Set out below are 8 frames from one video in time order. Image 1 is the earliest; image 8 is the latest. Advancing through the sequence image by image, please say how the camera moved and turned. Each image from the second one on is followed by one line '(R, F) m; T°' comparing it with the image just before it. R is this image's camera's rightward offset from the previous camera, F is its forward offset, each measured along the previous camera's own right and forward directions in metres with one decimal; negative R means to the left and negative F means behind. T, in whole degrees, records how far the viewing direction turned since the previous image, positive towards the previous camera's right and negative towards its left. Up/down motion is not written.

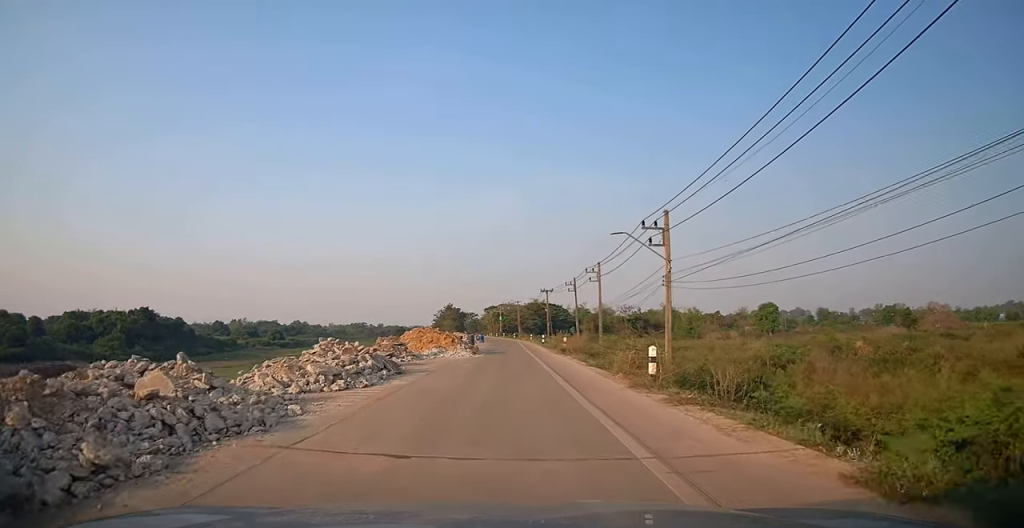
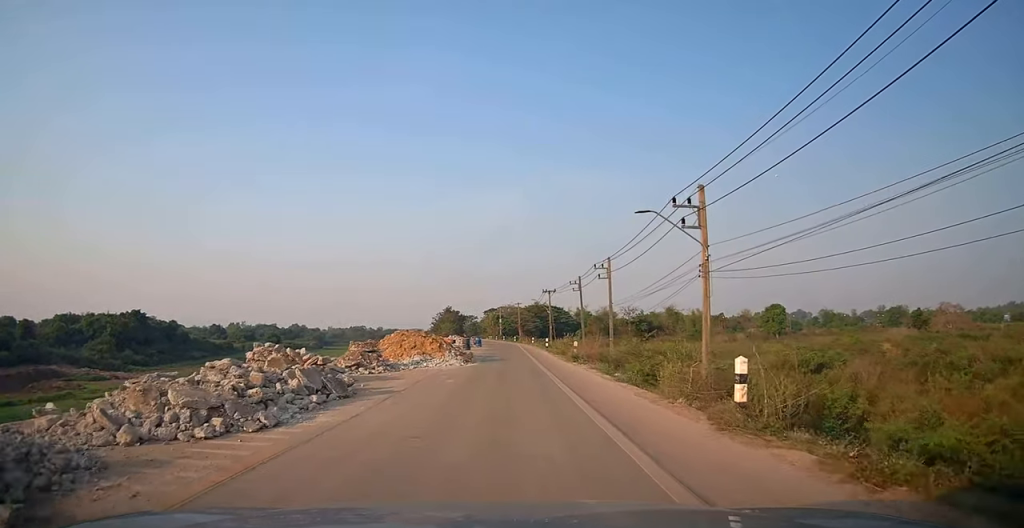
(-0.1, +5.2) m; +1°
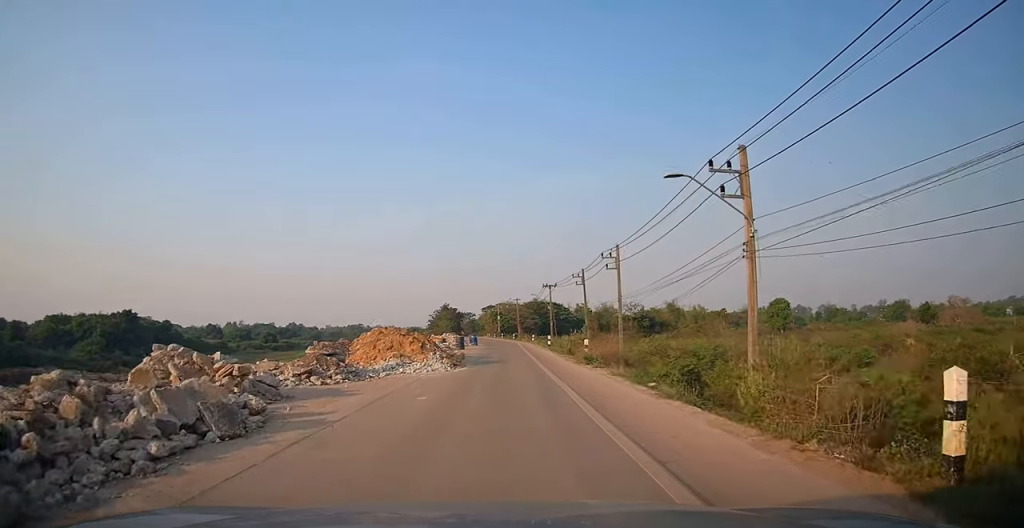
(0.0, +4.5) m; 0°
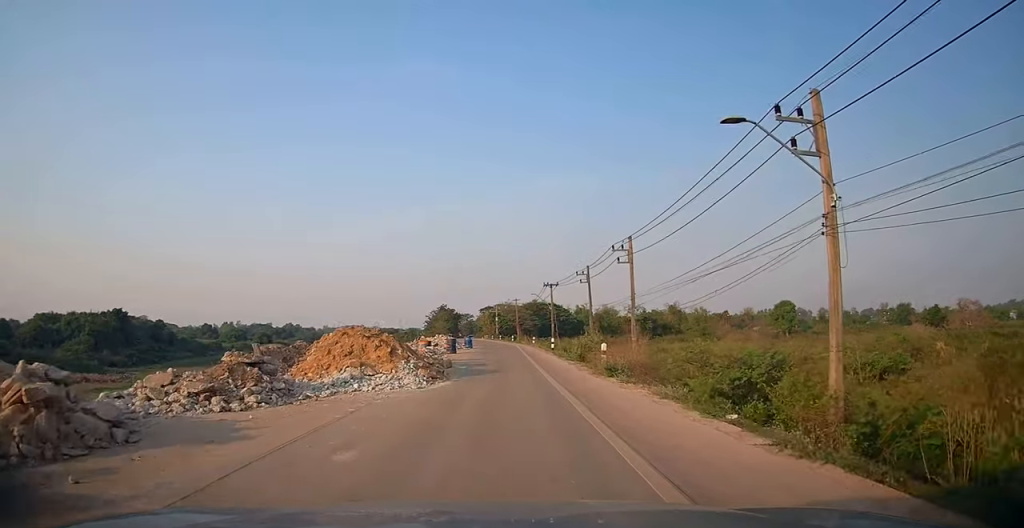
(+0.2, +4.9) m; 0°
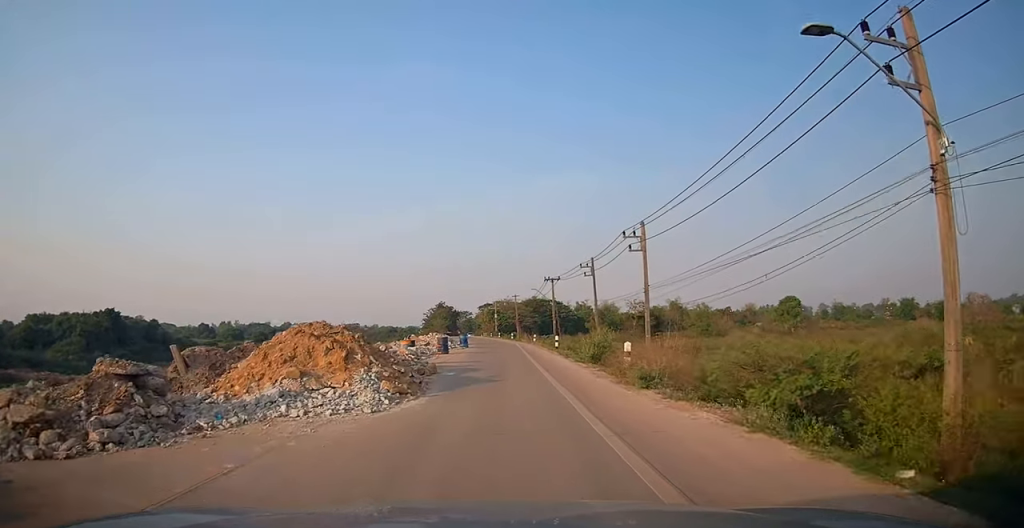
(0.0, +4.0) m; -1°
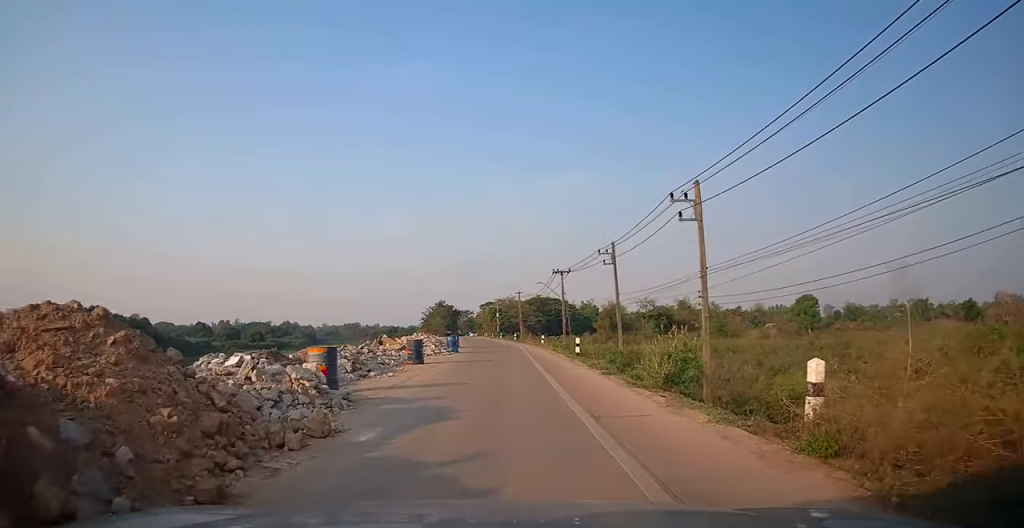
(-0.3, +9.4) m; -2°
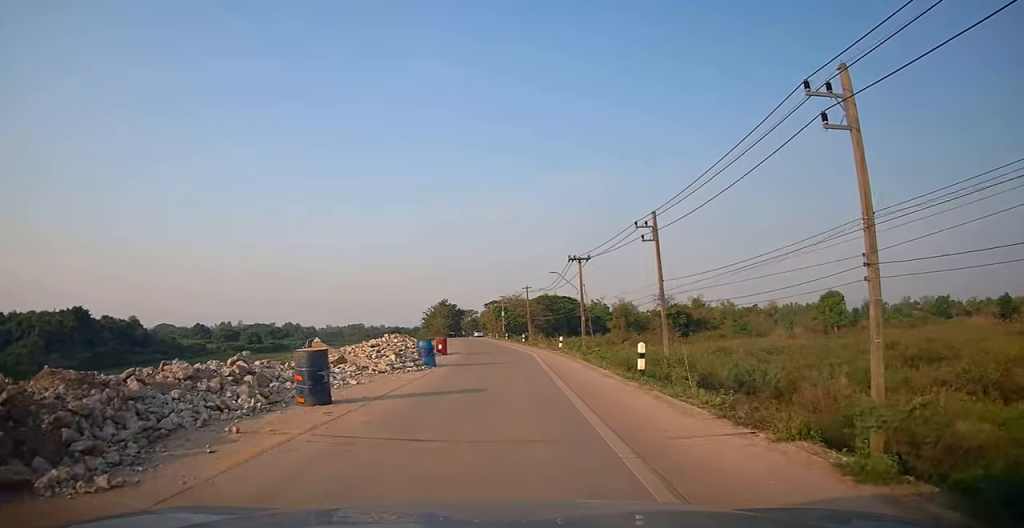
(+0.1, +11.3) m; +1°
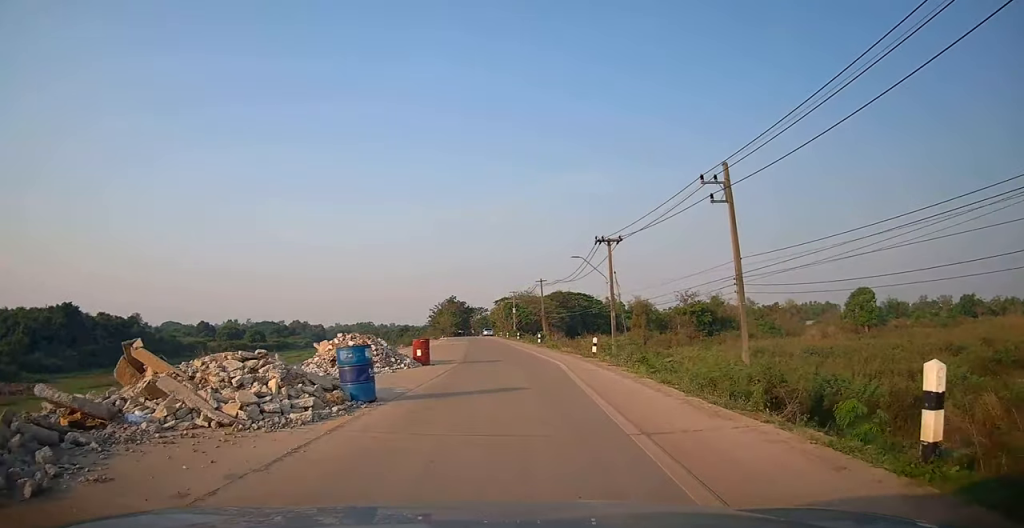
(0.0, +10.0) m; -1°
